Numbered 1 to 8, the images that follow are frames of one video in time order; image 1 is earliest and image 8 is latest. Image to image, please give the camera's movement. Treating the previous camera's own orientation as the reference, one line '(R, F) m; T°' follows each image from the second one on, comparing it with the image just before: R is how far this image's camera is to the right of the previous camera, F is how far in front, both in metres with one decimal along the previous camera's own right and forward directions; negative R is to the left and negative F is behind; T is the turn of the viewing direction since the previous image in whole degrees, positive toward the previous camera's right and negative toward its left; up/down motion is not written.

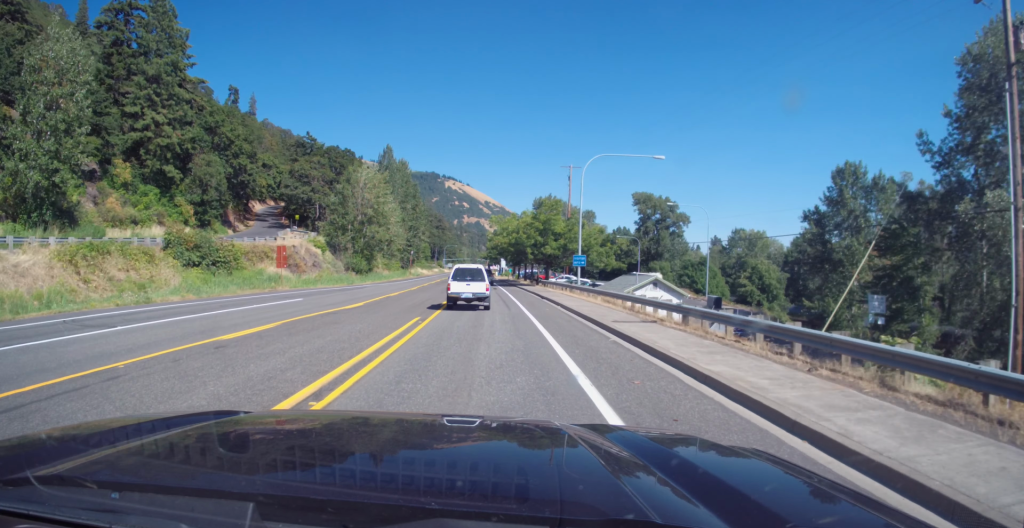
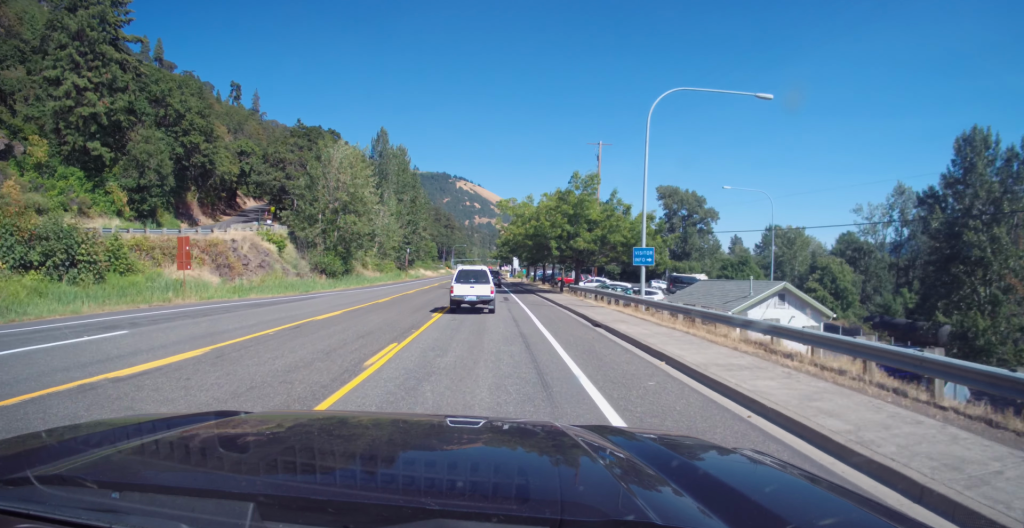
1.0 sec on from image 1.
(-0.4, +17.8) m; -1°
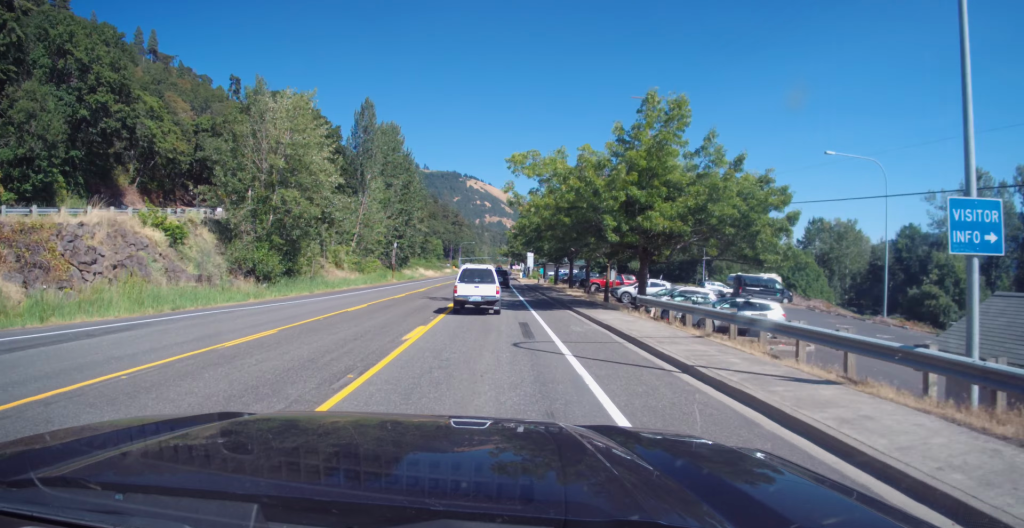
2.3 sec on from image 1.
(+0.1, +20.0) m; +1°
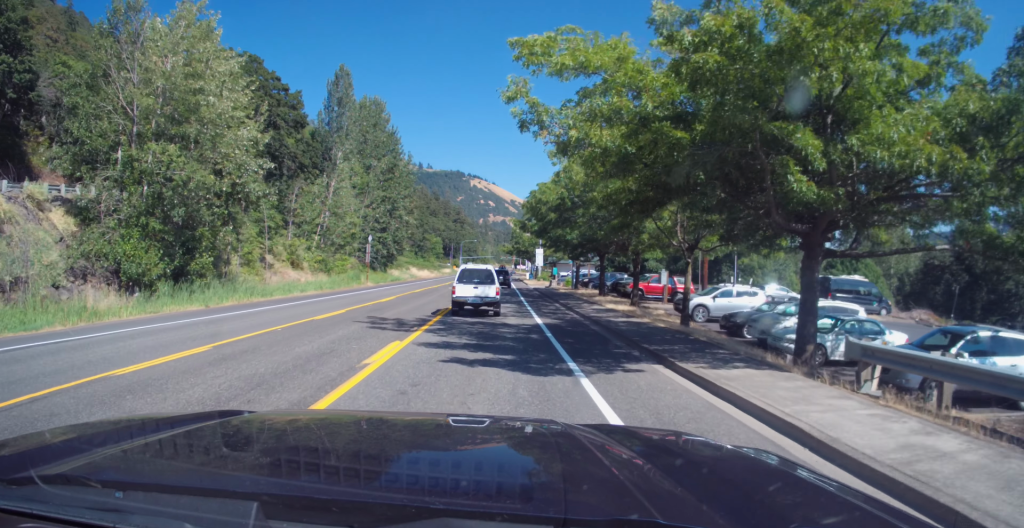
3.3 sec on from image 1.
(+0.1, +16.3) m; -2°
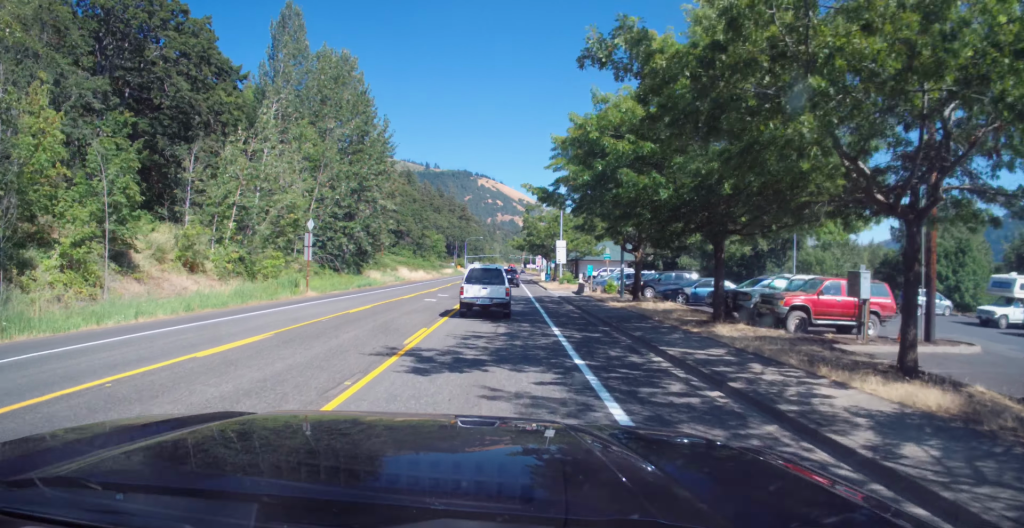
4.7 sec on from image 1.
(-0.4, +21.4) m; +1°
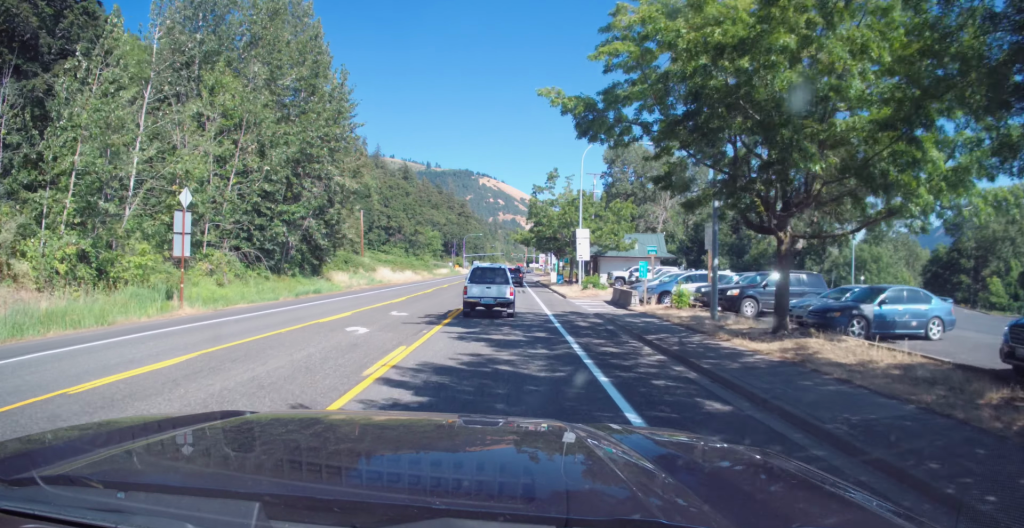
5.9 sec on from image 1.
(+0.3, +16.4) m; 0°
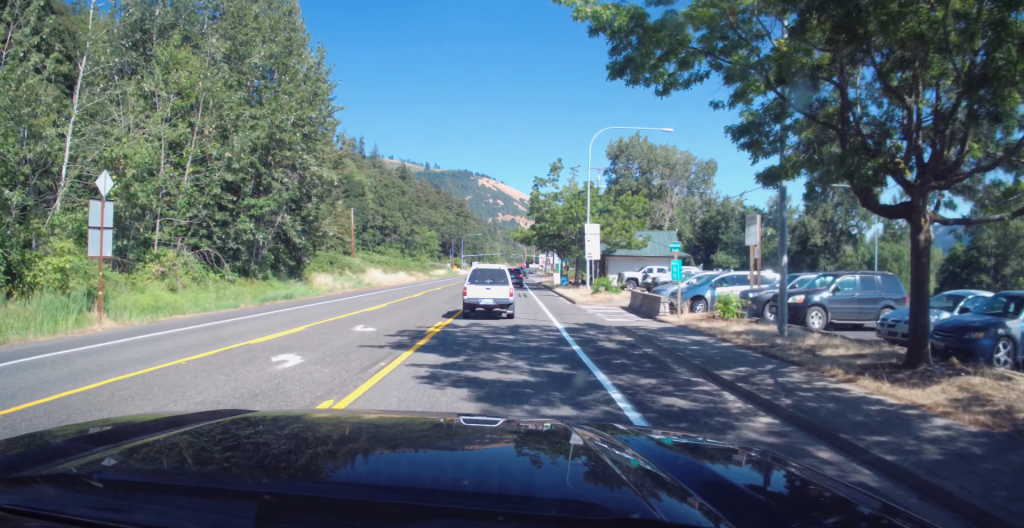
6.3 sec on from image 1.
(-0.1, +5.8) m; -1°
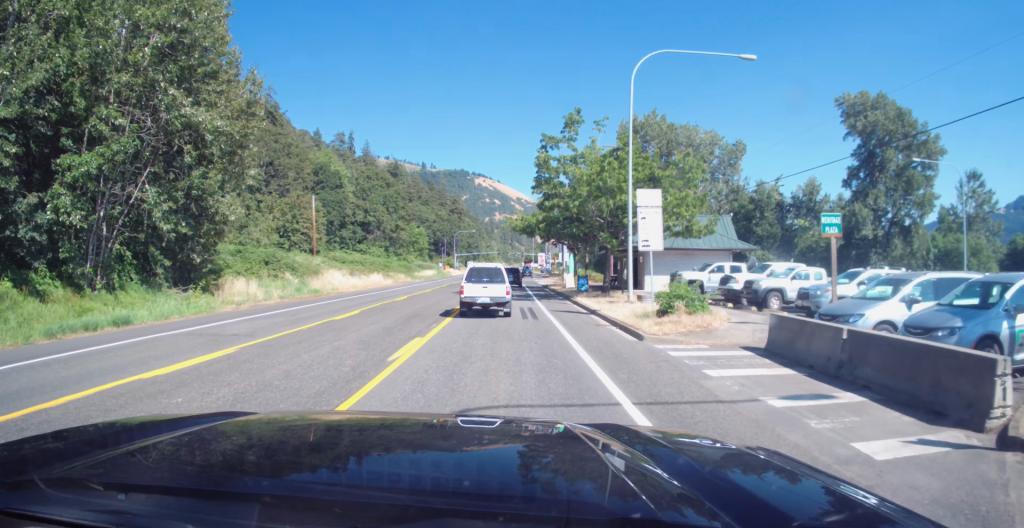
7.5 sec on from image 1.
(0.0, +16.6) m; 0°
